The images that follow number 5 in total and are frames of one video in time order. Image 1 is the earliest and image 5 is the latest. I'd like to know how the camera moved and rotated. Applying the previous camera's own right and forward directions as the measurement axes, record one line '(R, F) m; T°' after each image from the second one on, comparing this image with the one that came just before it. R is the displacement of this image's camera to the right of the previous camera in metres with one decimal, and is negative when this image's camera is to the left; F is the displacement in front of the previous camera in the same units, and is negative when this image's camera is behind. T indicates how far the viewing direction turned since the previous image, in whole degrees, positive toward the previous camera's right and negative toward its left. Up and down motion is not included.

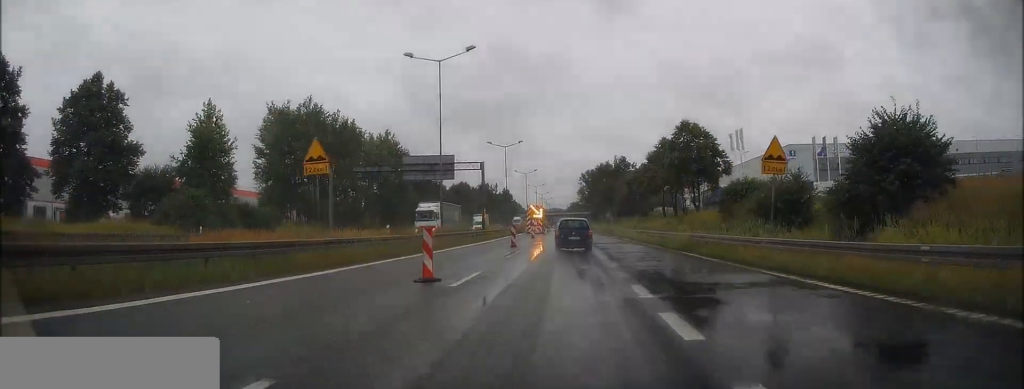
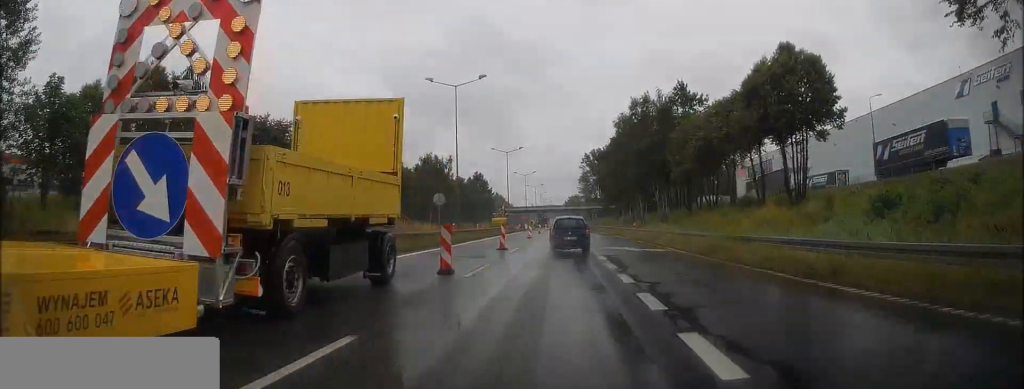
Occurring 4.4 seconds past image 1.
(-0.7, +81.1) m; -1°
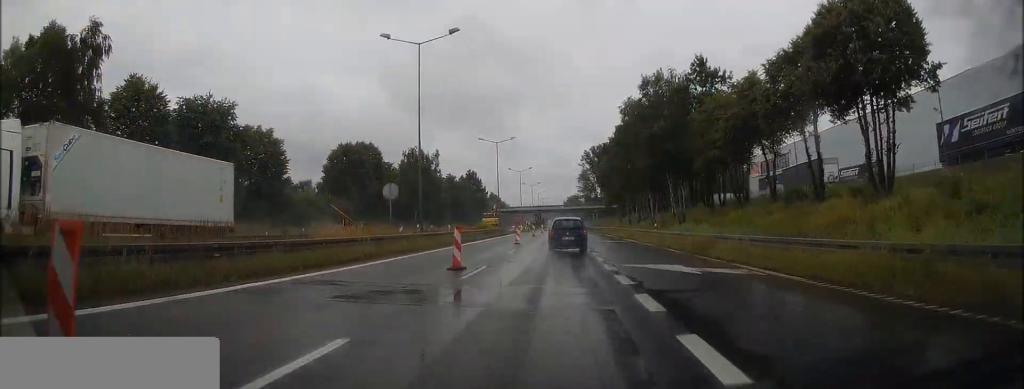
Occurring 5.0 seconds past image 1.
(-0.1, +12.1) m; 0°
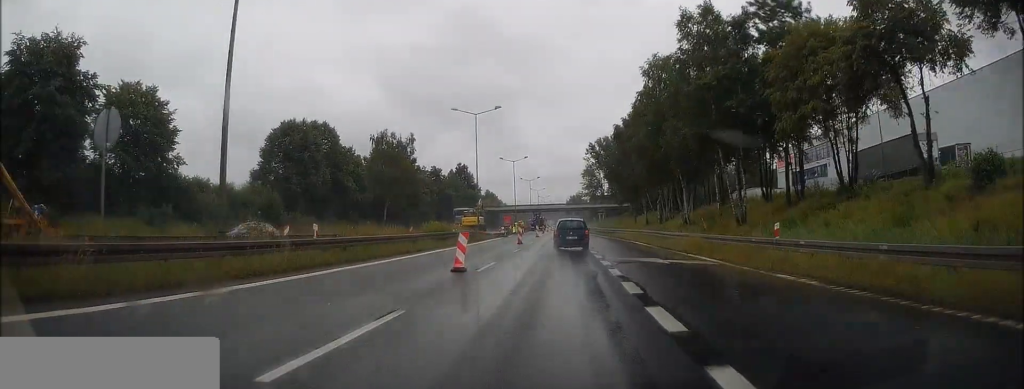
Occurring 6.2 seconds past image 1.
(0.0, +21.7) m; 0°
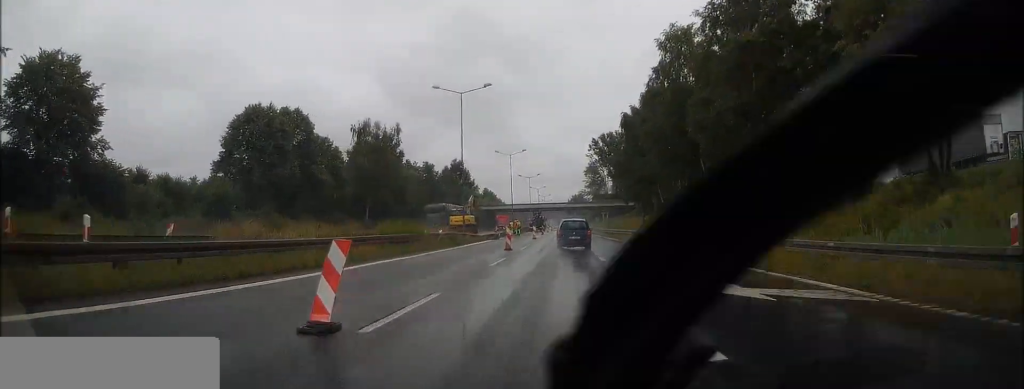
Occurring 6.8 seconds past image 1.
(0.0, +9.7) m; 0°
